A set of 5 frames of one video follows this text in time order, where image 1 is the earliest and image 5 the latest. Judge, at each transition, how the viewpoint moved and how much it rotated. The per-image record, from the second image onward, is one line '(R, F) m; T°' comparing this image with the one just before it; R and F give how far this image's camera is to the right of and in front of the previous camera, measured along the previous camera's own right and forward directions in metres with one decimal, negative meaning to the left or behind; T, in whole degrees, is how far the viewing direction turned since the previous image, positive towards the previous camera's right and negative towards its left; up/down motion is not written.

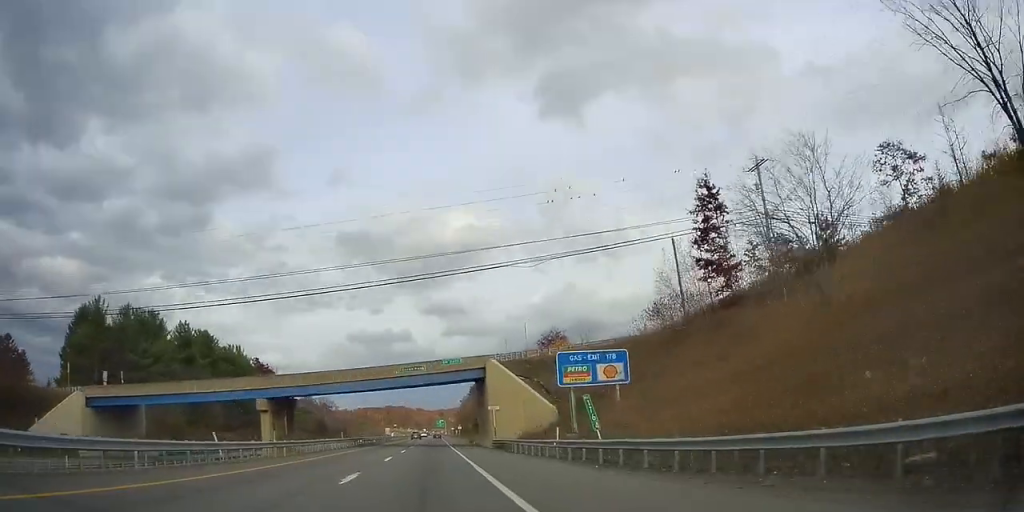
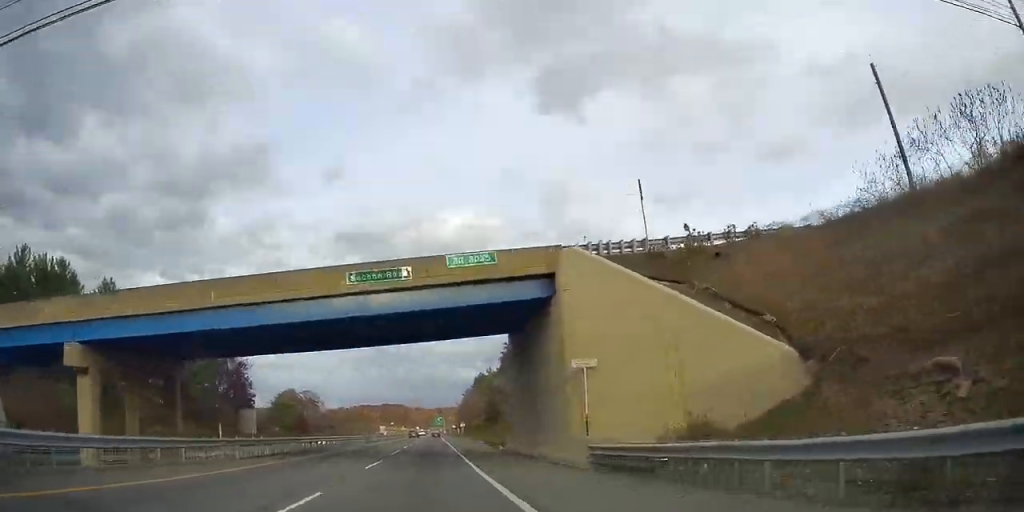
(-0.3, +30.8) m; 0°
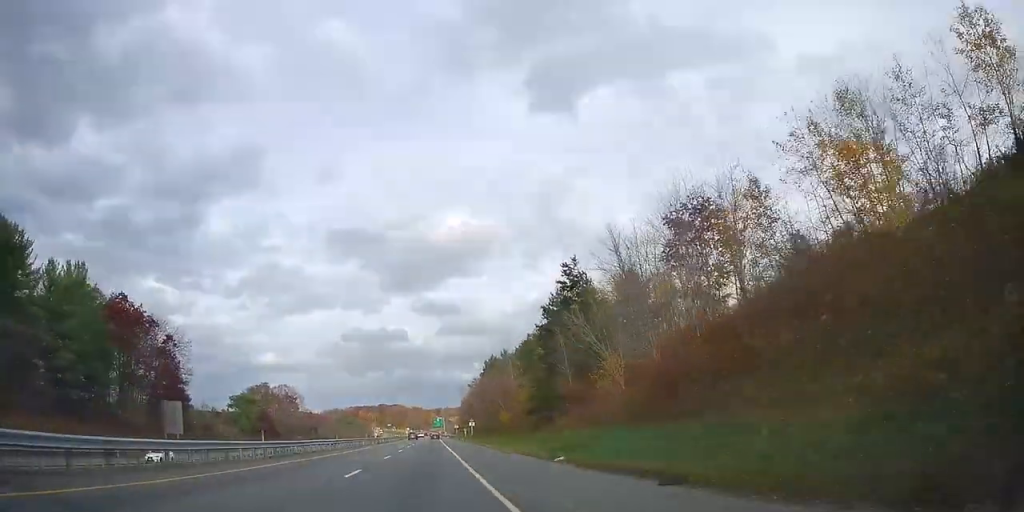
(+0.1, +39.2) m; 0°
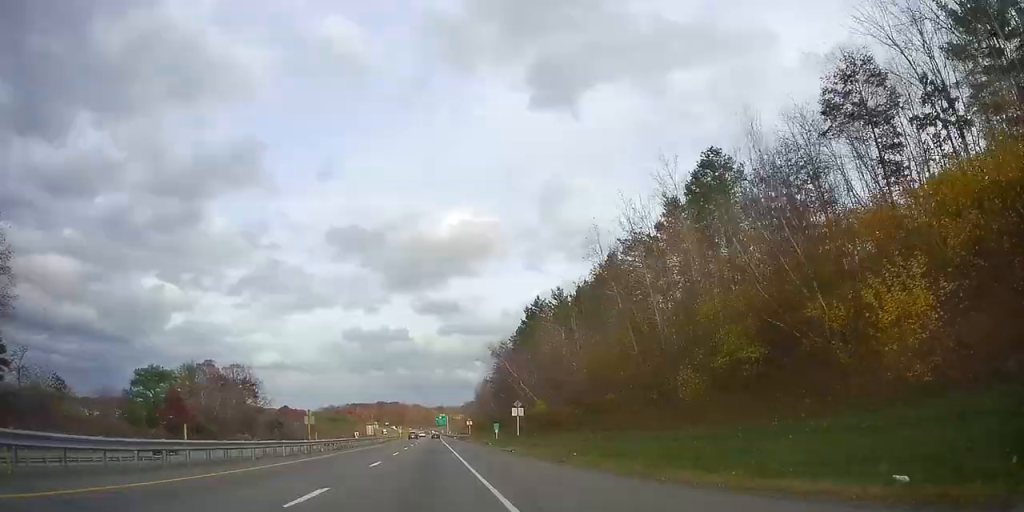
(-1.1, +55.7) m; -2°
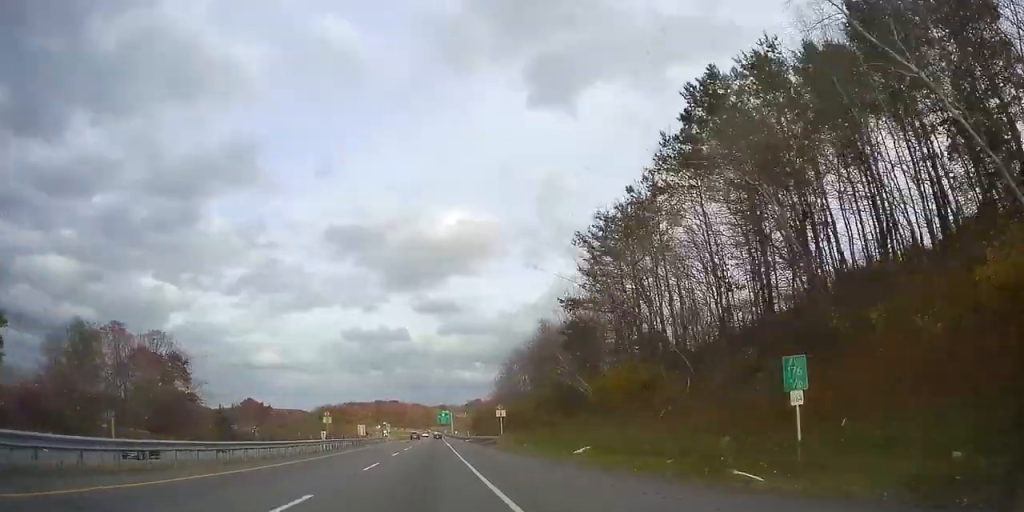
(+1.0, +50.7) m; +2°
